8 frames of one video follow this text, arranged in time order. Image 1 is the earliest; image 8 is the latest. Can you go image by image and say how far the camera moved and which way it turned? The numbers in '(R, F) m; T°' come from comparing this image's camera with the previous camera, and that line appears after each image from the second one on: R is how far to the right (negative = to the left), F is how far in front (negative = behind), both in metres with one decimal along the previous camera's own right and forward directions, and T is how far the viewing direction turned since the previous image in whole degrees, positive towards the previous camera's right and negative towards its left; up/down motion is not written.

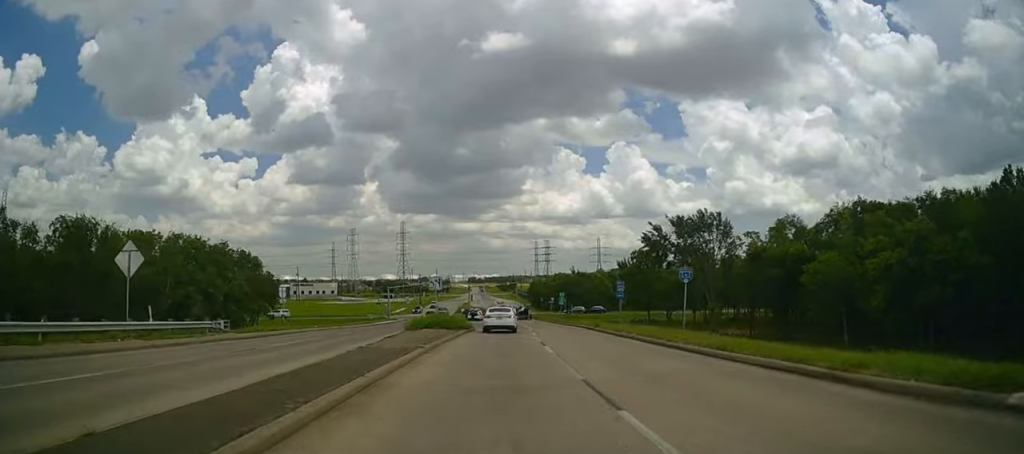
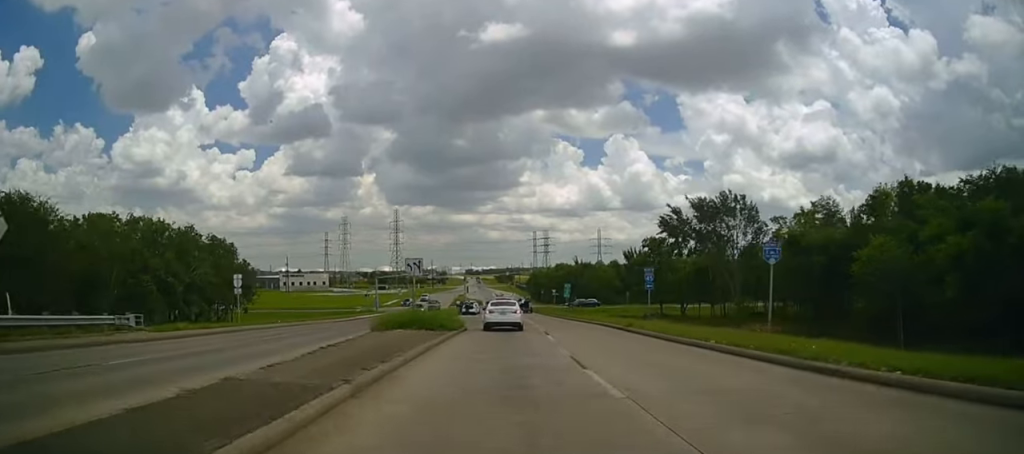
(+0.4, +9.3) m; +1°
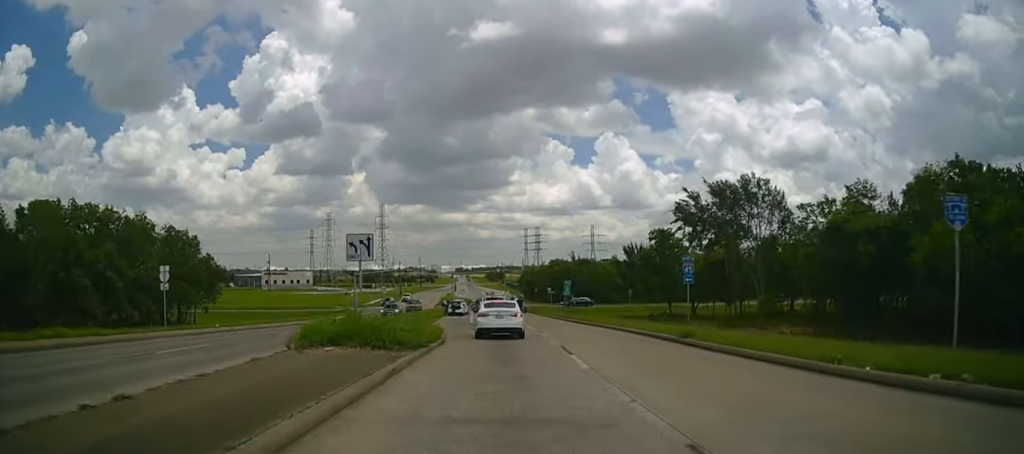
(-0.3, +9.4) m; -3°
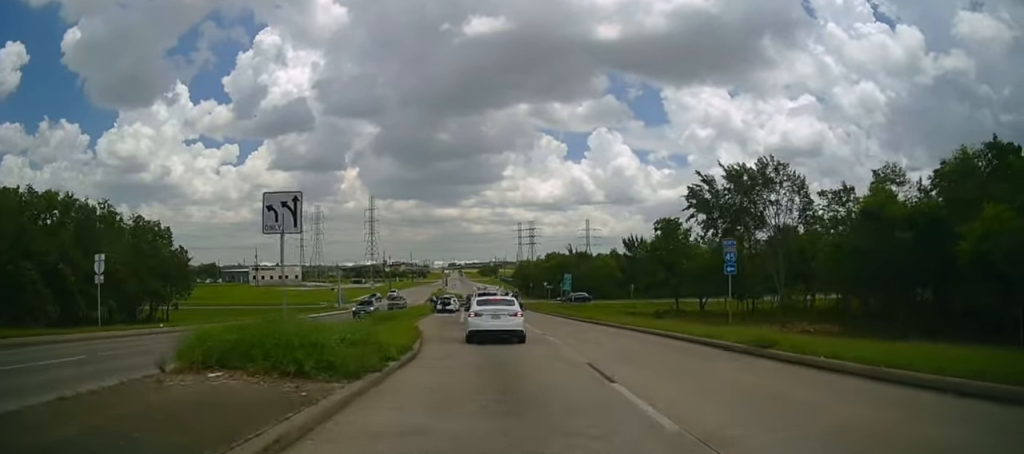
(-0.1, +5.9) m; 0°
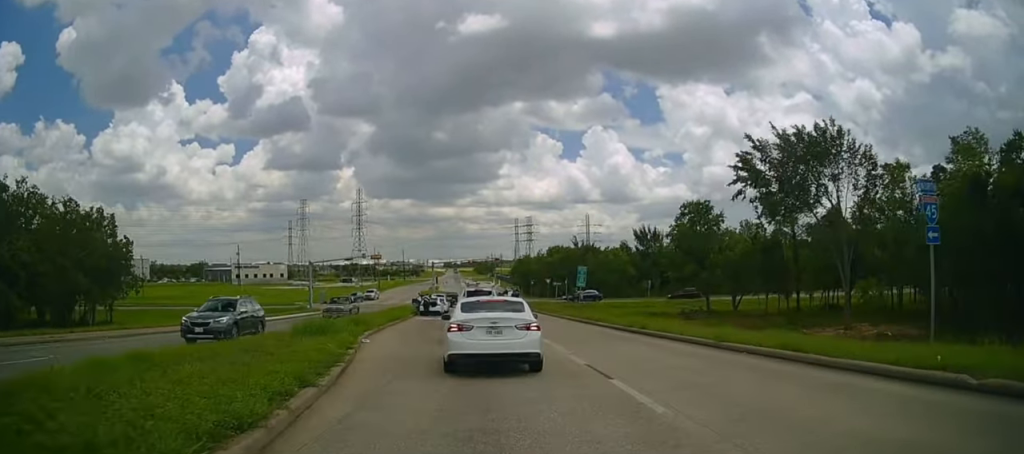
(+0.2, +12.5) m; +7°
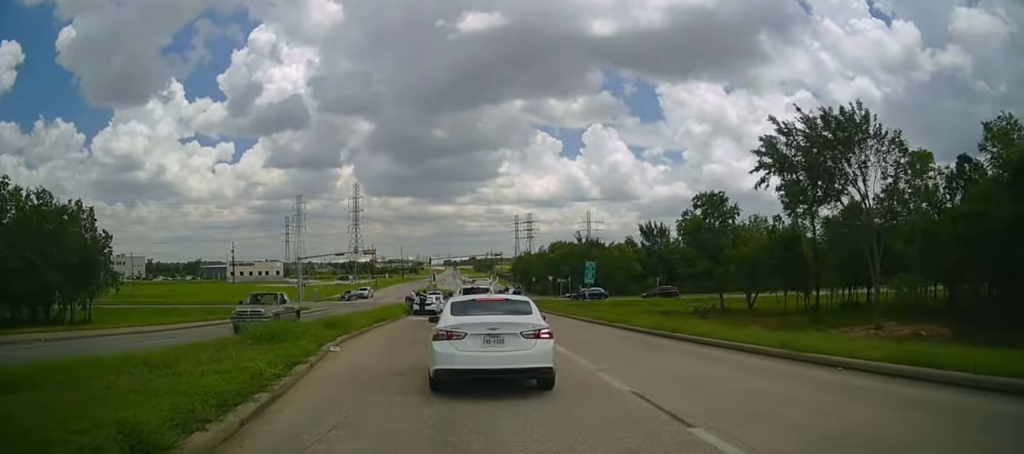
(+0.3, +4.7) m; -5°
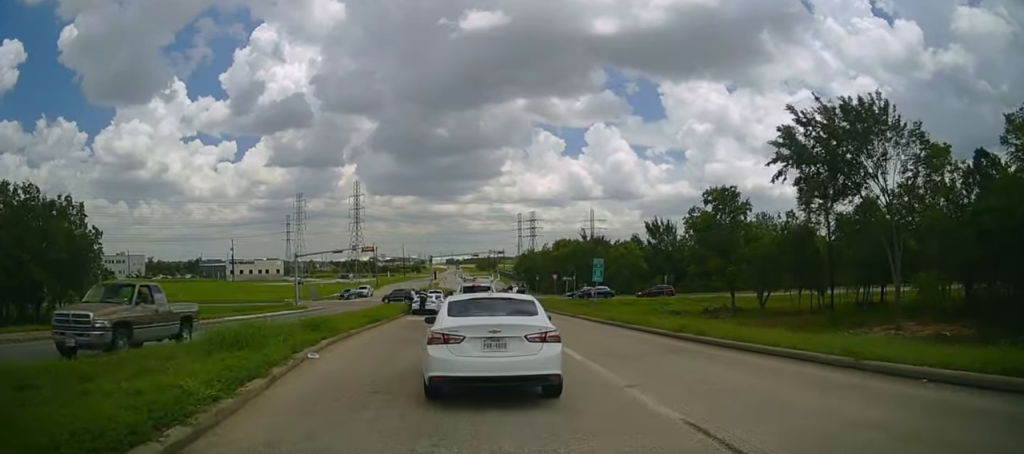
(-0.7, +2.5) m; -4°
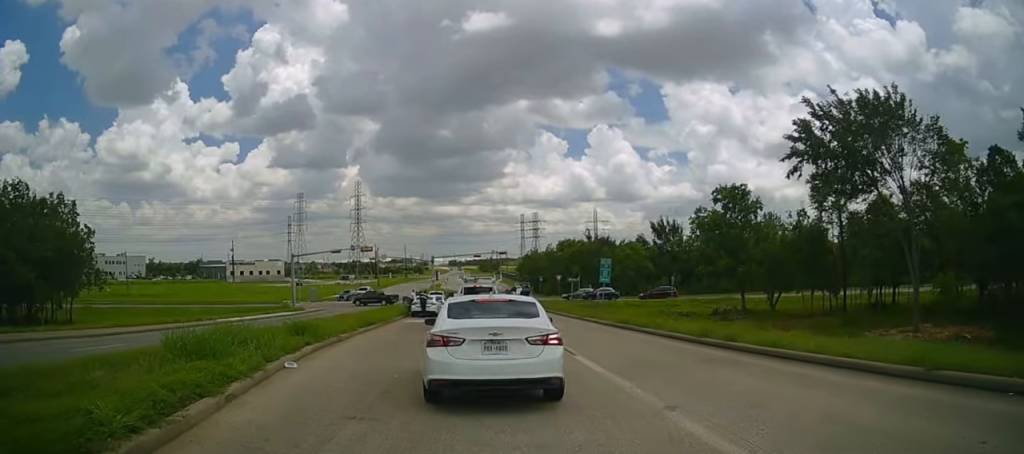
(+0.3, +1.9) m; +5°
